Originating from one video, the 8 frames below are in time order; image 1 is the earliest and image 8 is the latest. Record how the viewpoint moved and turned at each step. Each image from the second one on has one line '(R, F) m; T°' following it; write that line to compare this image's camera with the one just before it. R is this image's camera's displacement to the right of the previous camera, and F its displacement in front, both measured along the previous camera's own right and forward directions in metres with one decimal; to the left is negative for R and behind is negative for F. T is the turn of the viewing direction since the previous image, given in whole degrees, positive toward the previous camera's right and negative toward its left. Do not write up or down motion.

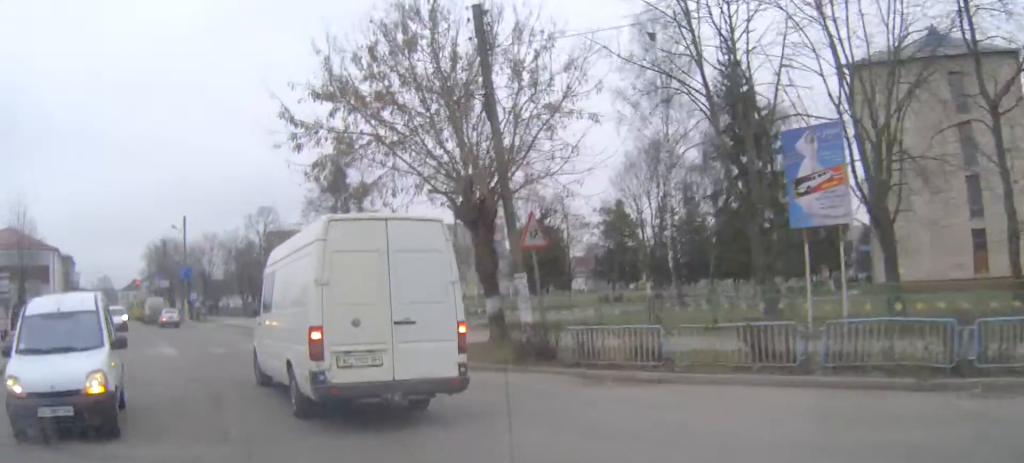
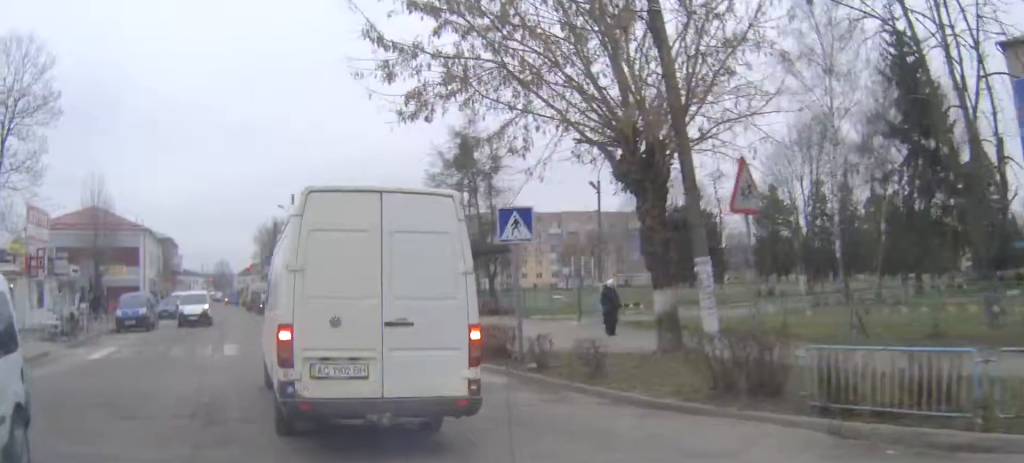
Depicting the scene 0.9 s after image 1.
(-0.4, +6.4) m; -8°
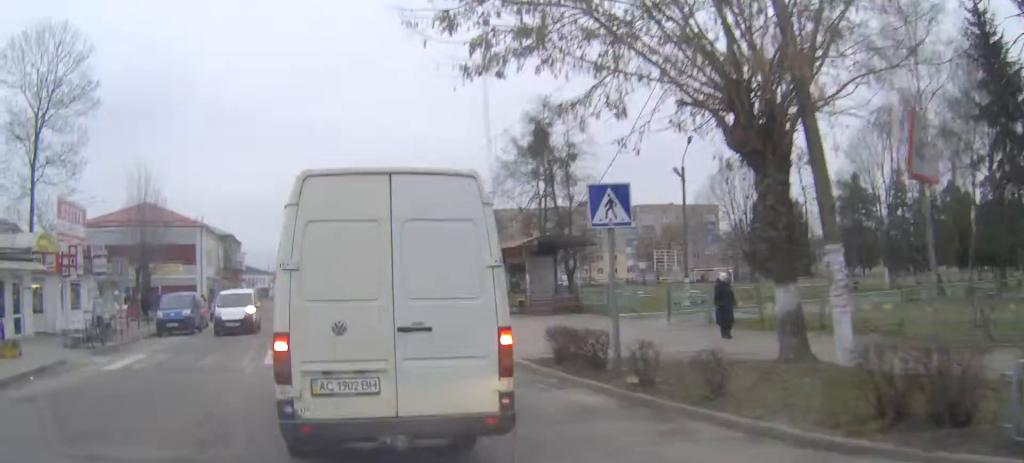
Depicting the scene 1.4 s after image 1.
(-0.3, +3.0) m; -6°
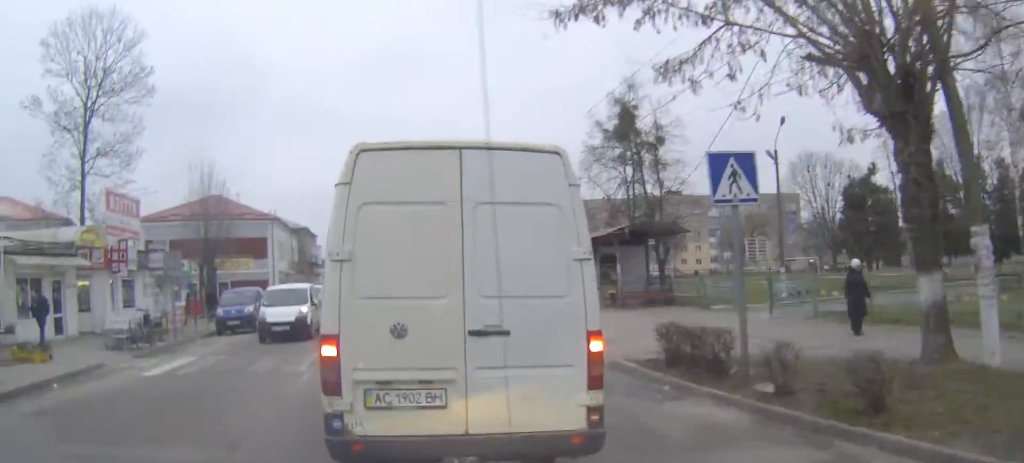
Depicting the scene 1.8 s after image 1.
(0.0, +2.8) m; -6°
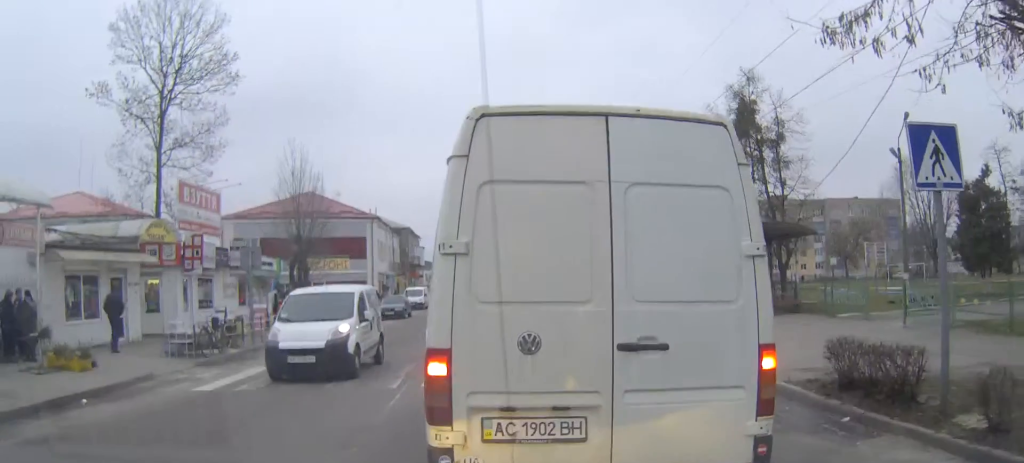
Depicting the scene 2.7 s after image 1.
(-0.6, +3.7) m; -7°
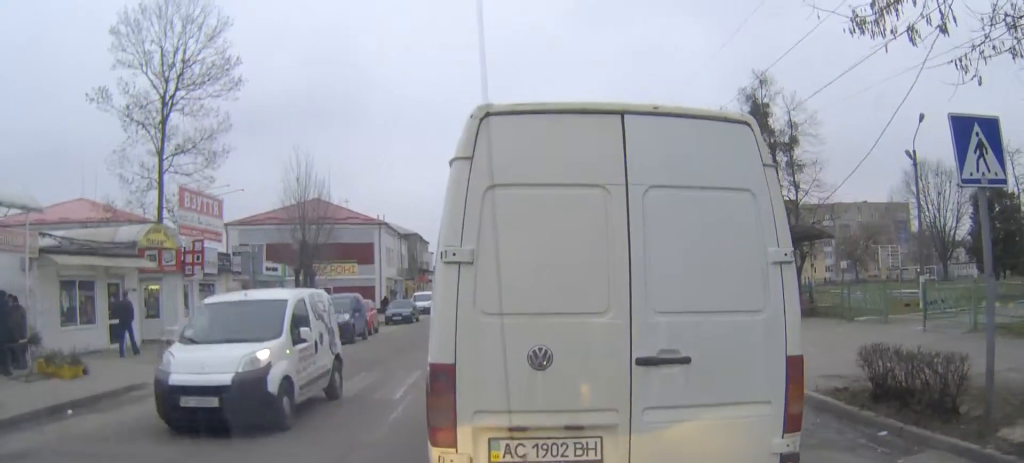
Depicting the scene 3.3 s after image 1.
(0.0, +1.7) m; 0°
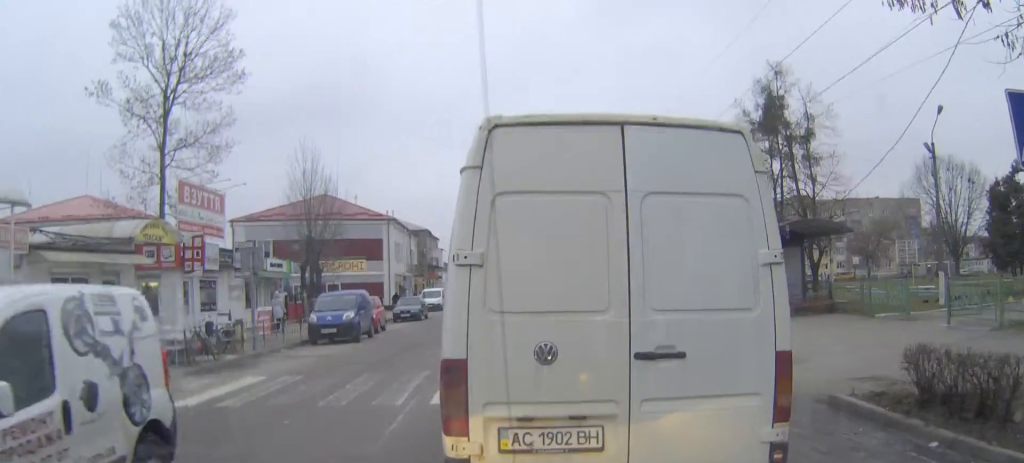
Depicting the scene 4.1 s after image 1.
(0.0, +1.8) m; +1°
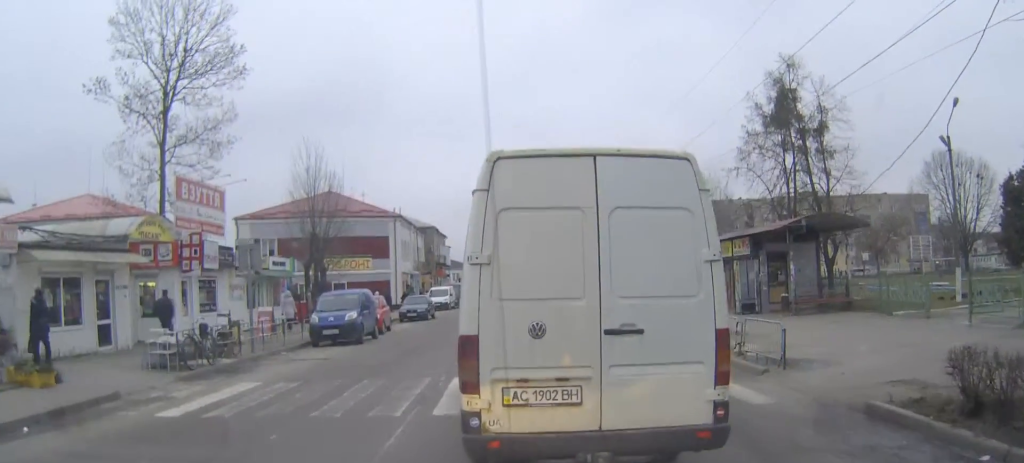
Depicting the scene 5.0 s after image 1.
(0.0, +1.0) m; 0°
